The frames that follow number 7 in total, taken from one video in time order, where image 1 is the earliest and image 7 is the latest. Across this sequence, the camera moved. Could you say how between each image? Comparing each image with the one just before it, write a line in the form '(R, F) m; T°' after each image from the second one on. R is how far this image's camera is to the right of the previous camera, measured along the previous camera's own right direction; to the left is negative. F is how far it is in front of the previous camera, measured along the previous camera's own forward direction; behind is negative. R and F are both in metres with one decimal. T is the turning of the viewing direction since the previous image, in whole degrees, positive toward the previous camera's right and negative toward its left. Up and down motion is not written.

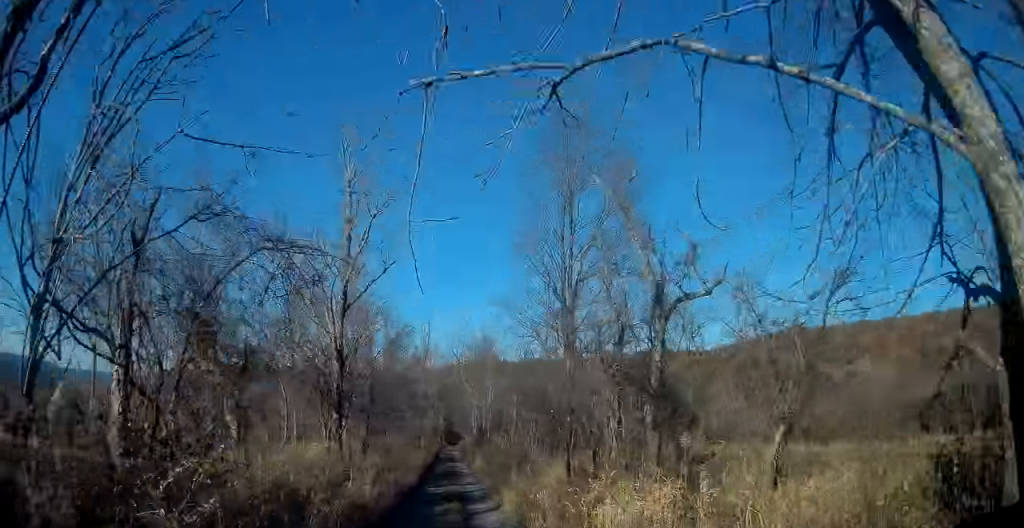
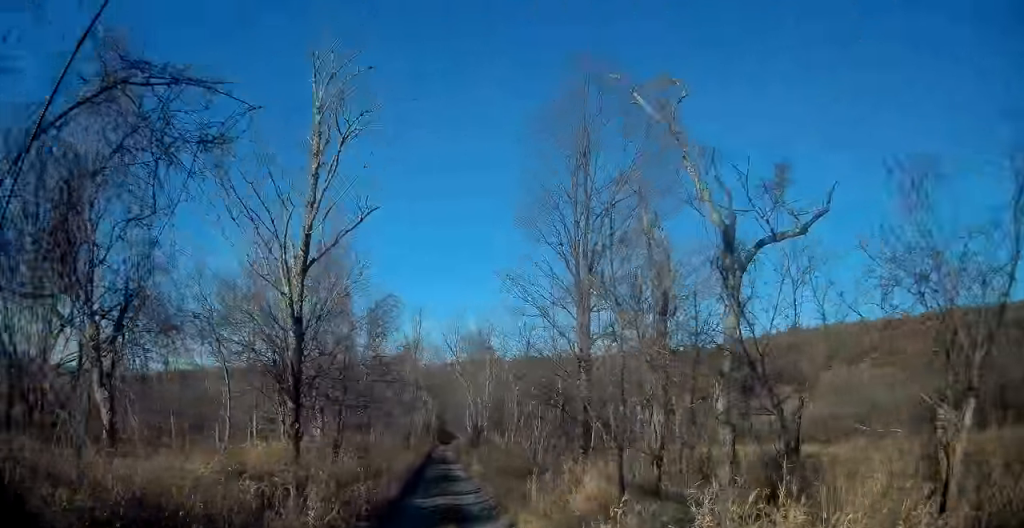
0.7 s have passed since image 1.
(0.0, +4.2) m; 0°
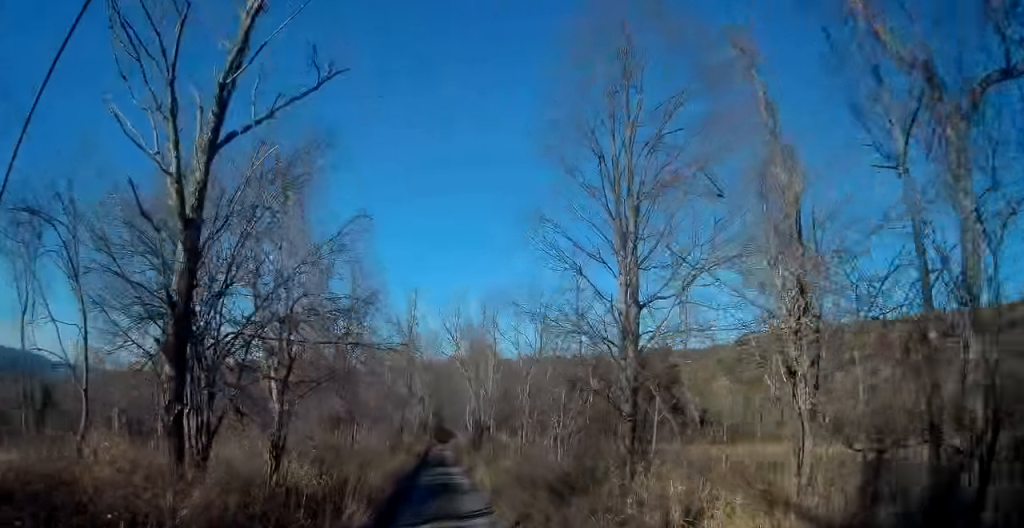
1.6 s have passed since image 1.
(0.0, +5.8) m; 0°
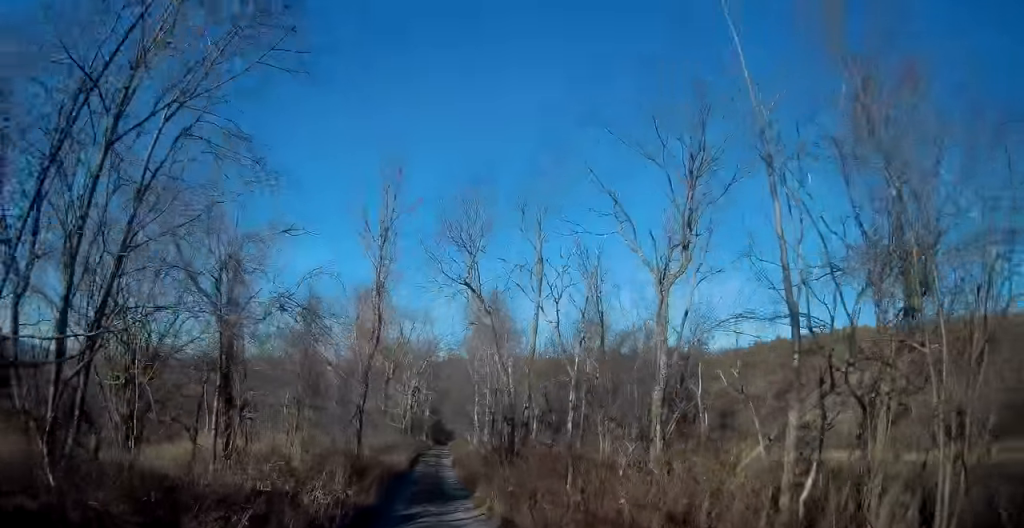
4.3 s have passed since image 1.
(0.0, +17.5) m; 0°
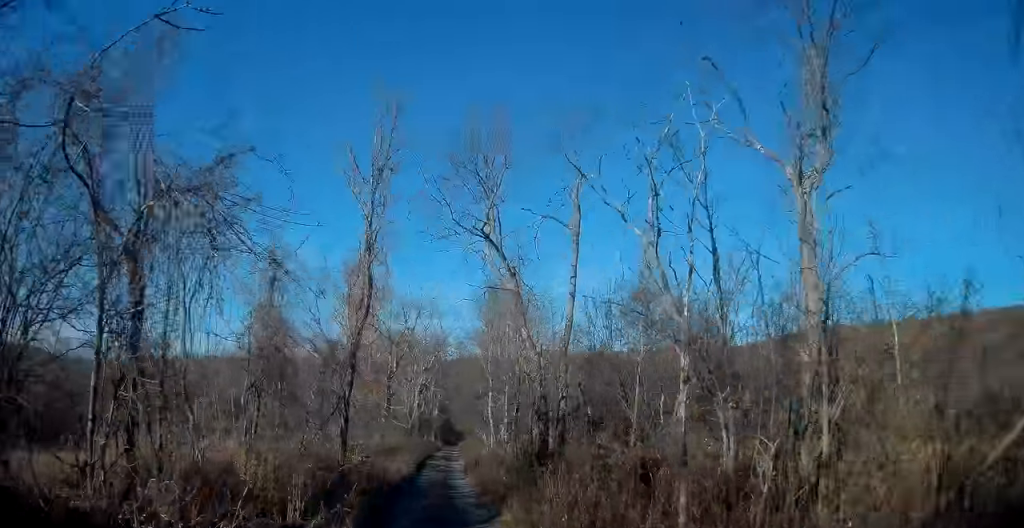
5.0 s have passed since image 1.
(0.0, +4.5) m; 0°
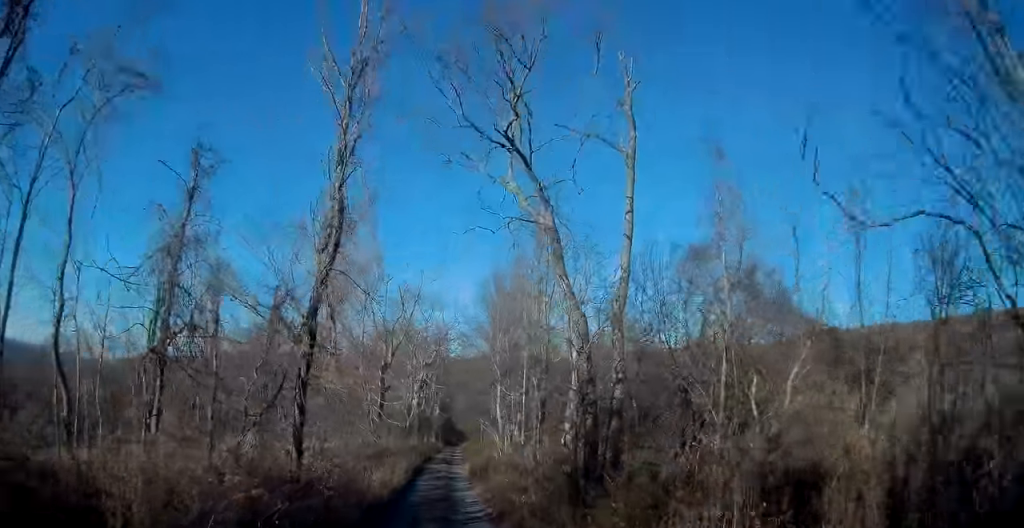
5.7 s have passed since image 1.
(0.0, +4.7) m; 0°
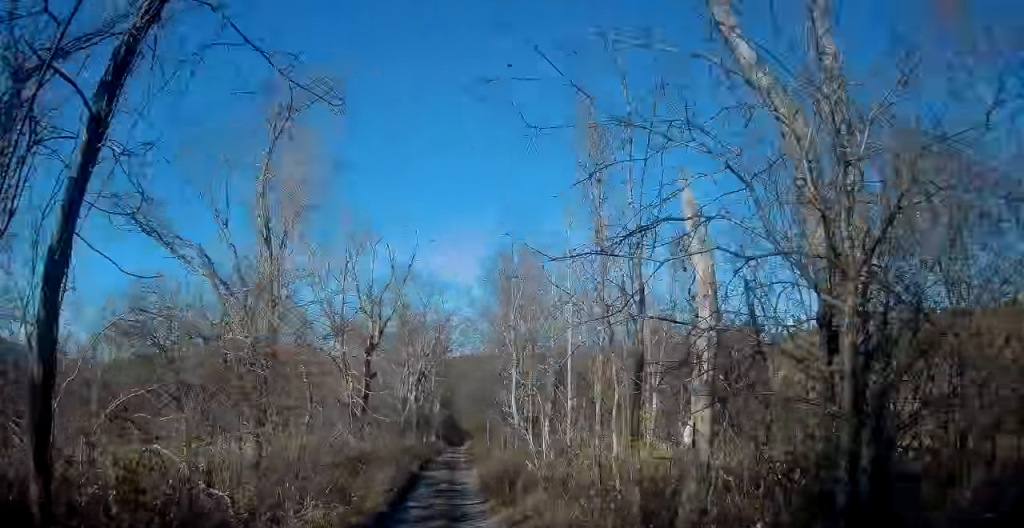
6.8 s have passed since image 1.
(0.0, +7.0) m; 0°
